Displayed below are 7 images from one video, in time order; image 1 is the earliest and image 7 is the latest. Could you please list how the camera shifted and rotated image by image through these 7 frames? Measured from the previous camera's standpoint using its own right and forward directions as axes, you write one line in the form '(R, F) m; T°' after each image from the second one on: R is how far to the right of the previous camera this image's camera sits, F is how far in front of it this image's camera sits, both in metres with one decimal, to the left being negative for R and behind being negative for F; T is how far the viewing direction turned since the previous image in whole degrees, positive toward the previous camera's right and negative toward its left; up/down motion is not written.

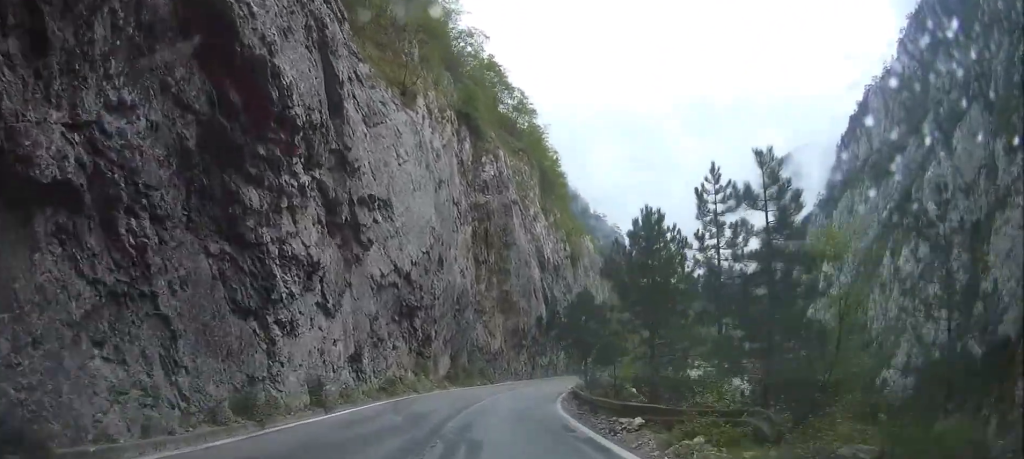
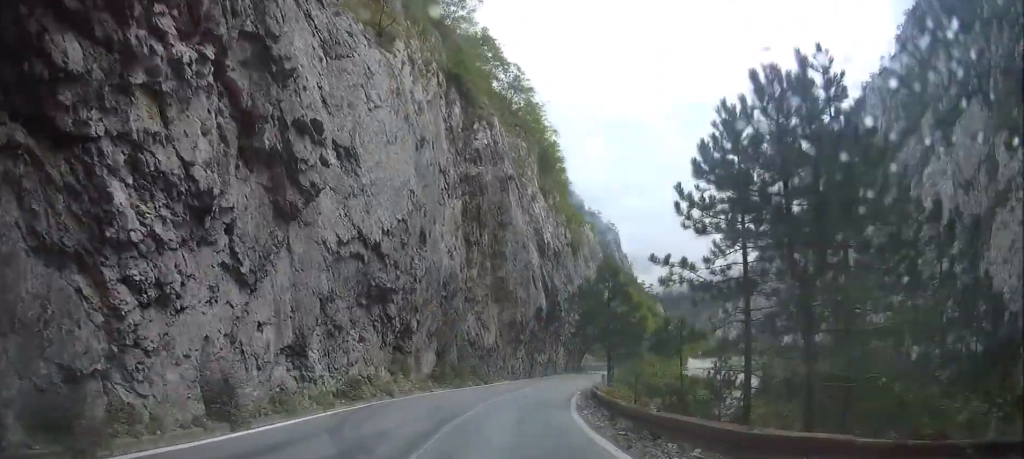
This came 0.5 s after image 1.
(-0.3, +5.7) m; +1°
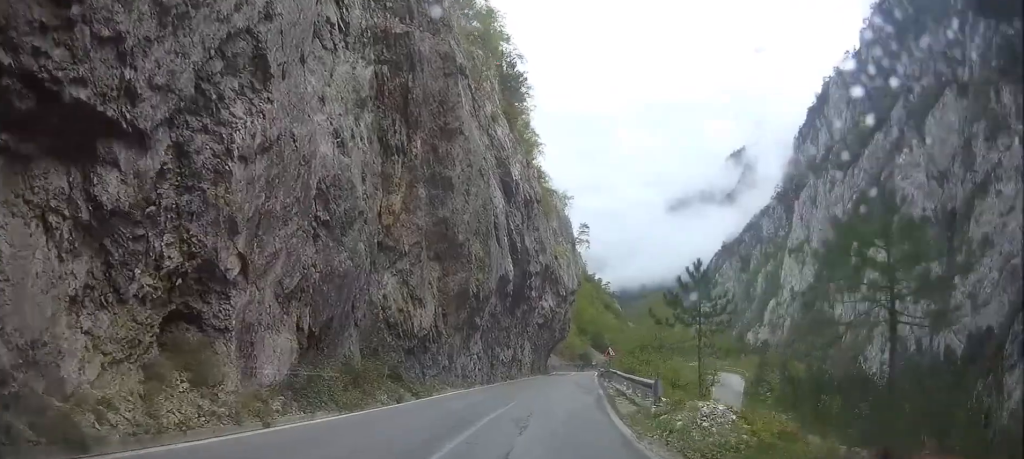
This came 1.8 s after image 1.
(+1.0, +18.5) m; +4°
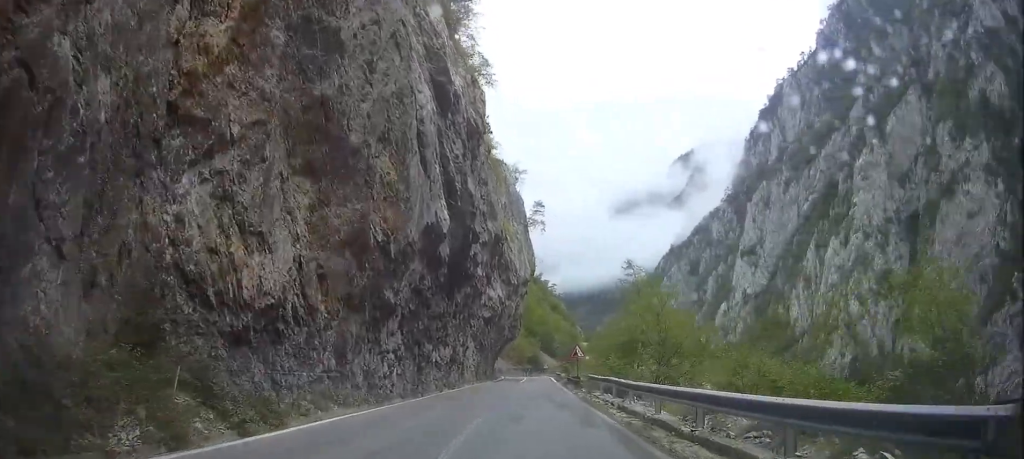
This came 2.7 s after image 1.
(+0.1, +14.6) m; 0°
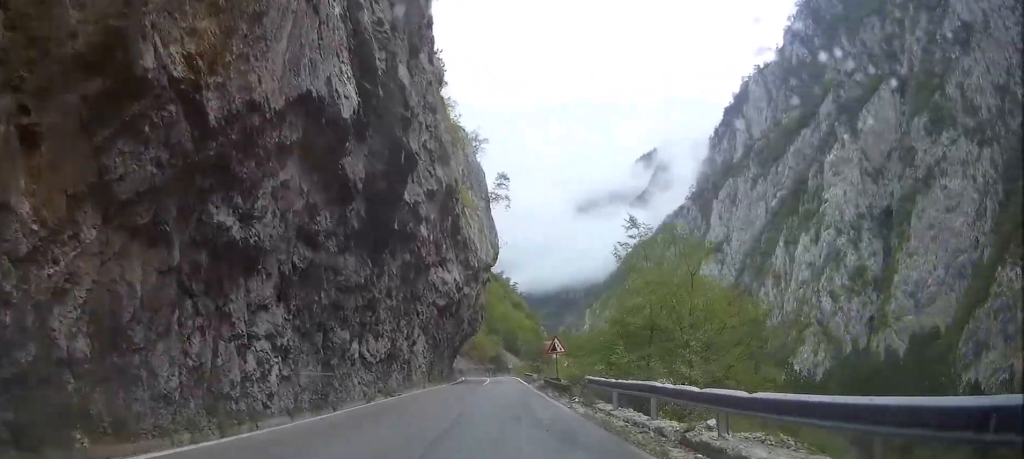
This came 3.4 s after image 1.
(0.0, +12.3) m; 0°
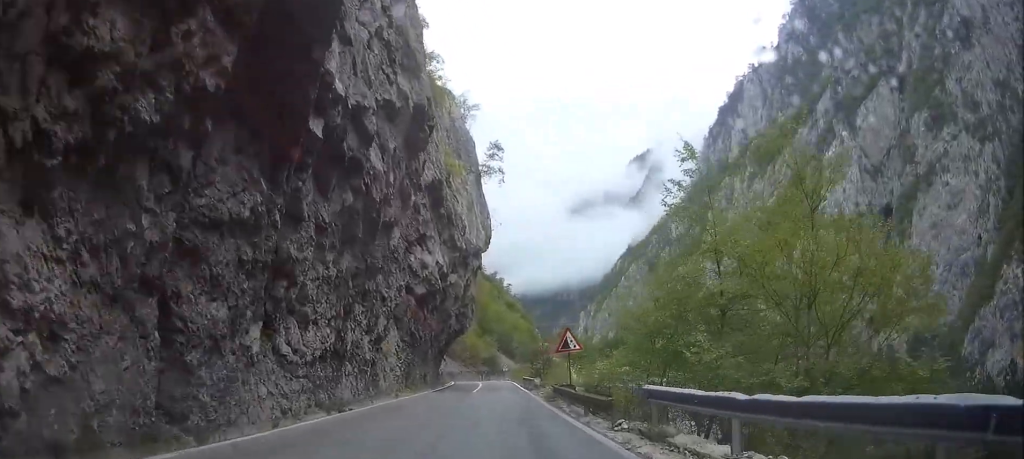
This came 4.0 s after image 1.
(0.0, +11.0) m; 0°
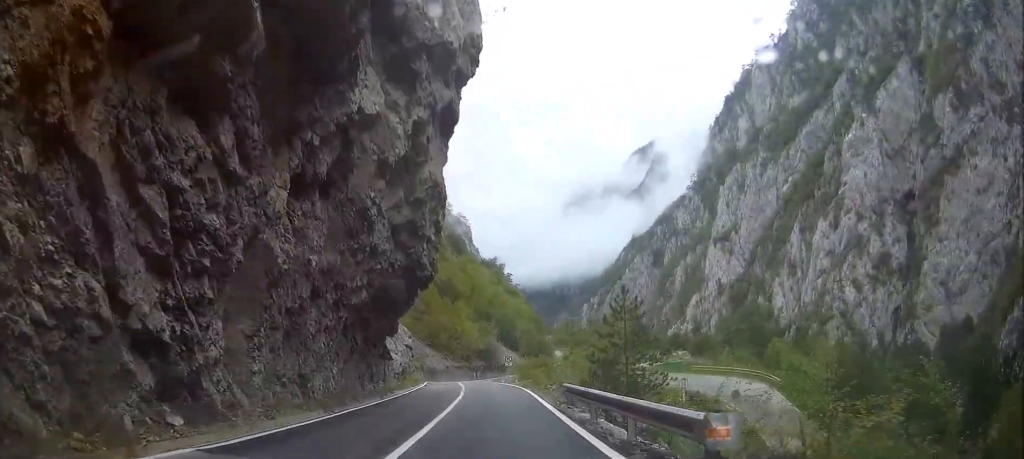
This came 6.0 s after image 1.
(0.0, +40.0) m; 0°
